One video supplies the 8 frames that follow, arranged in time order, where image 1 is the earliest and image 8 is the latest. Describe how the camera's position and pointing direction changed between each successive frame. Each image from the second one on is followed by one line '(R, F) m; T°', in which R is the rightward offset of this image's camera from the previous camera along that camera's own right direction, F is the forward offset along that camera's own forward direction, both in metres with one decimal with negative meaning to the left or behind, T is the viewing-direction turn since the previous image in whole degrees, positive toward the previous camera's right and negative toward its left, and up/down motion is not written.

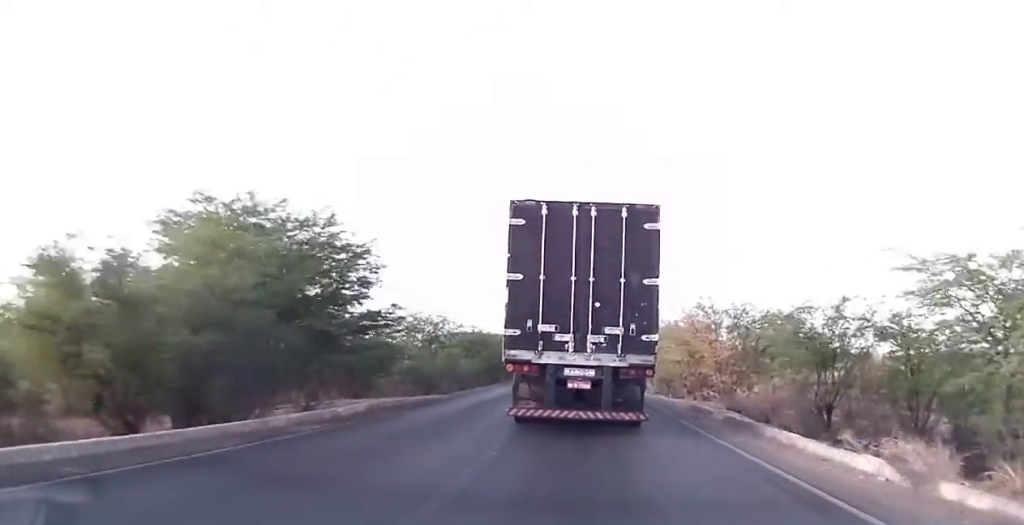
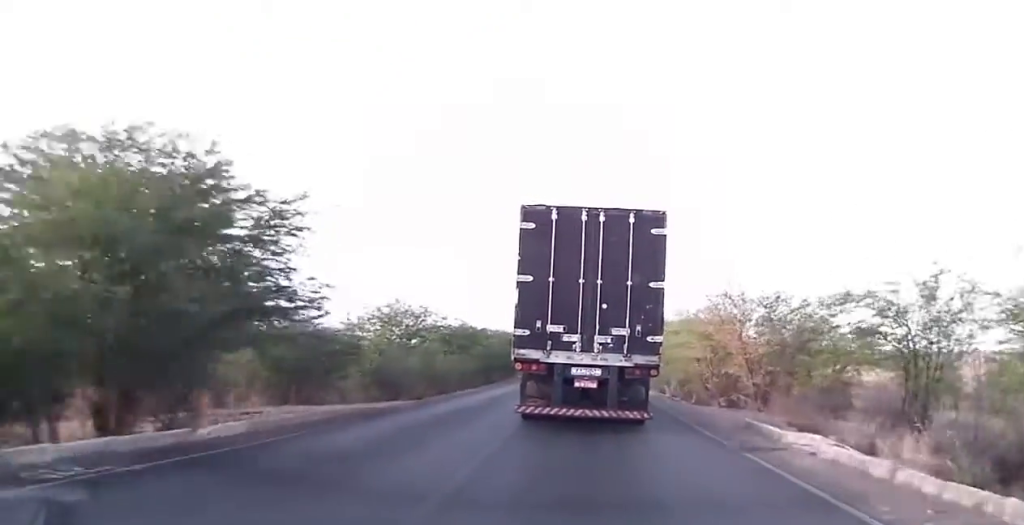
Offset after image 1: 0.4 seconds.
(0.0, +6.8) m; 0°
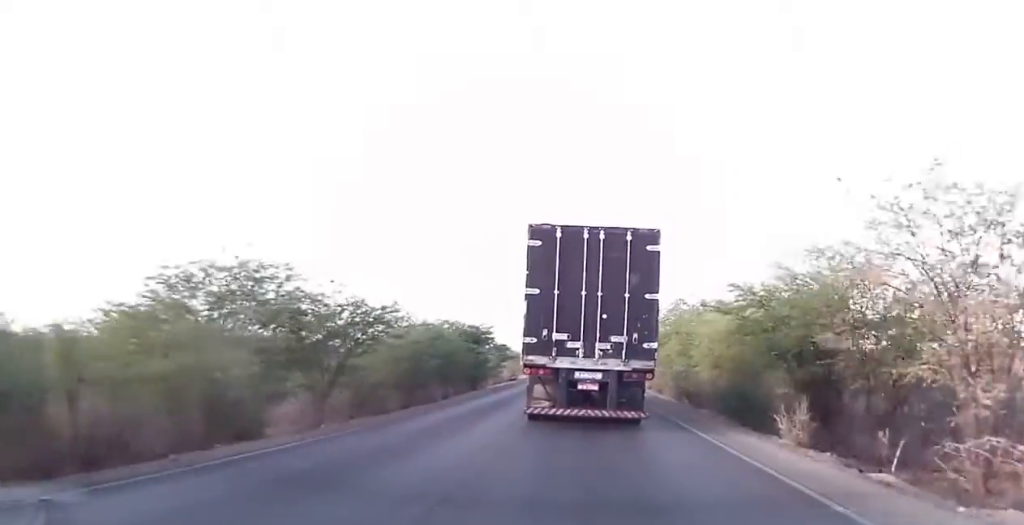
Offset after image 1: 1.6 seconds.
(+0.1, +19.4) m; +2°
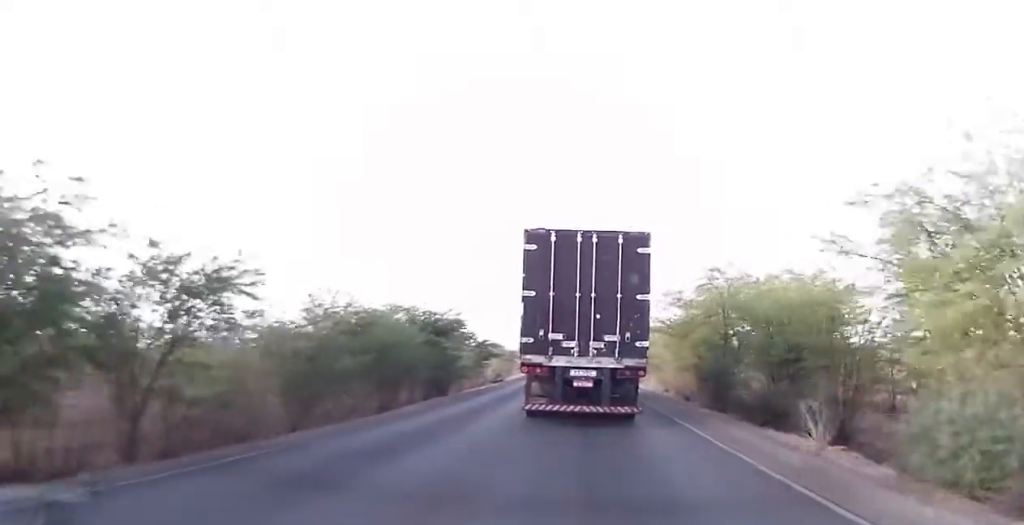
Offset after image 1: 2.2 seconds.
(+0.3, +10.9) m; 0°
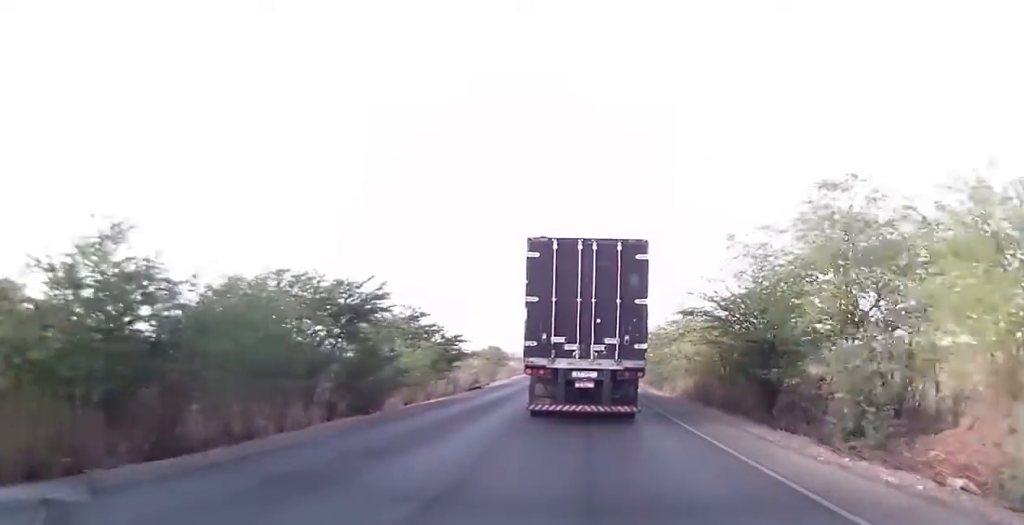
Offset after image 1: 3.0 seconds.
(-0.1, +12.8) m; -1°
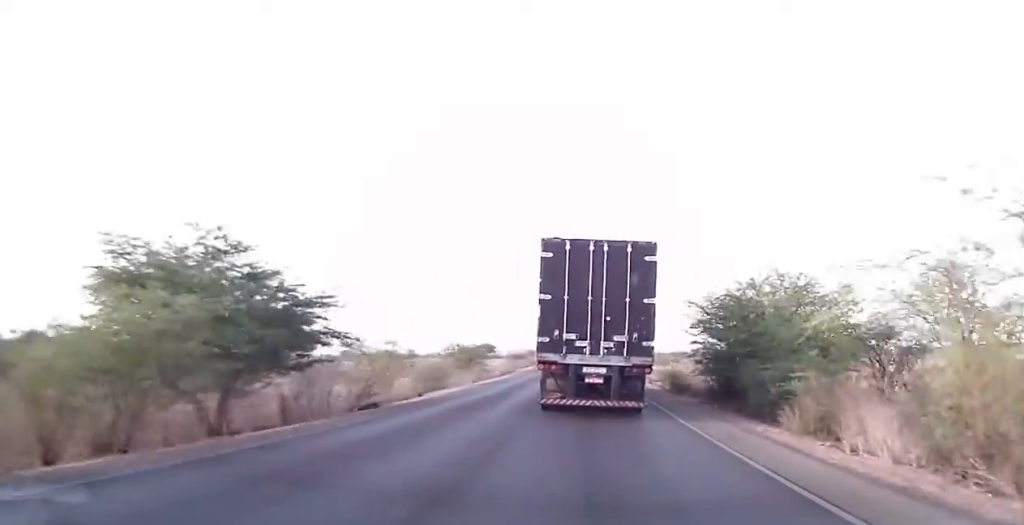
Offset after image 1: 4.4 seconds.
(-0.4, +21.4) m; -2°
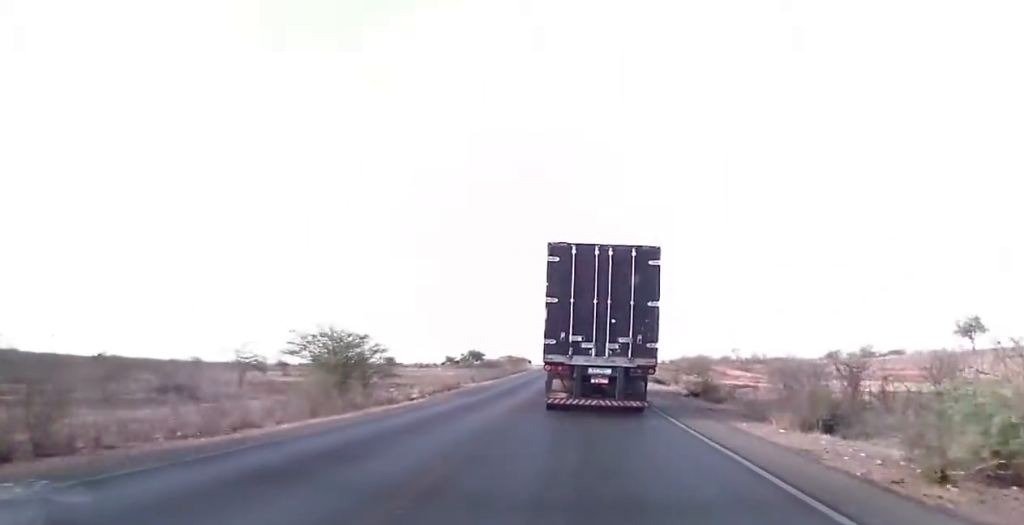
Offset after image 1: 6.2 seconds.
(+0.2, +35.2) m; +1°
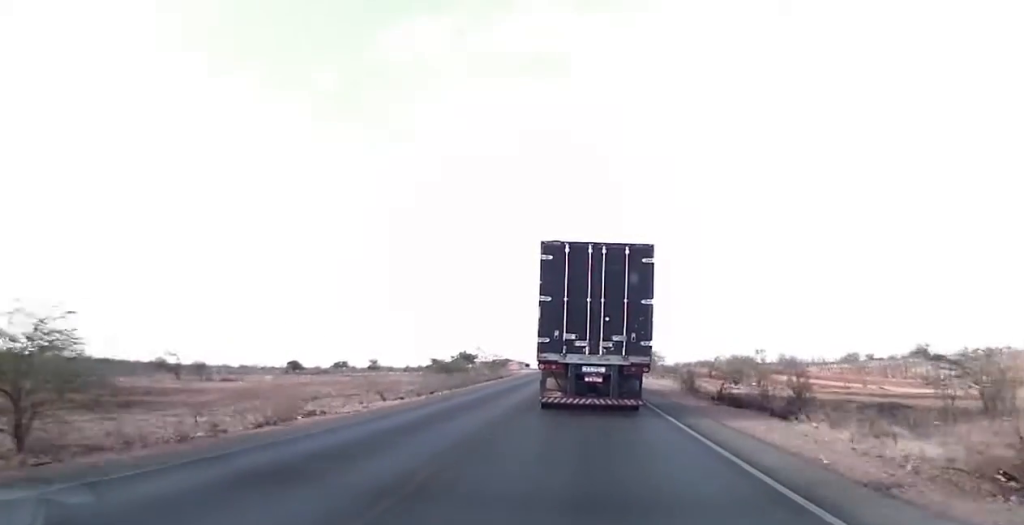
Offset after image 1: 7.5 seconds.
(+0.1, +25.5) m; -1°
